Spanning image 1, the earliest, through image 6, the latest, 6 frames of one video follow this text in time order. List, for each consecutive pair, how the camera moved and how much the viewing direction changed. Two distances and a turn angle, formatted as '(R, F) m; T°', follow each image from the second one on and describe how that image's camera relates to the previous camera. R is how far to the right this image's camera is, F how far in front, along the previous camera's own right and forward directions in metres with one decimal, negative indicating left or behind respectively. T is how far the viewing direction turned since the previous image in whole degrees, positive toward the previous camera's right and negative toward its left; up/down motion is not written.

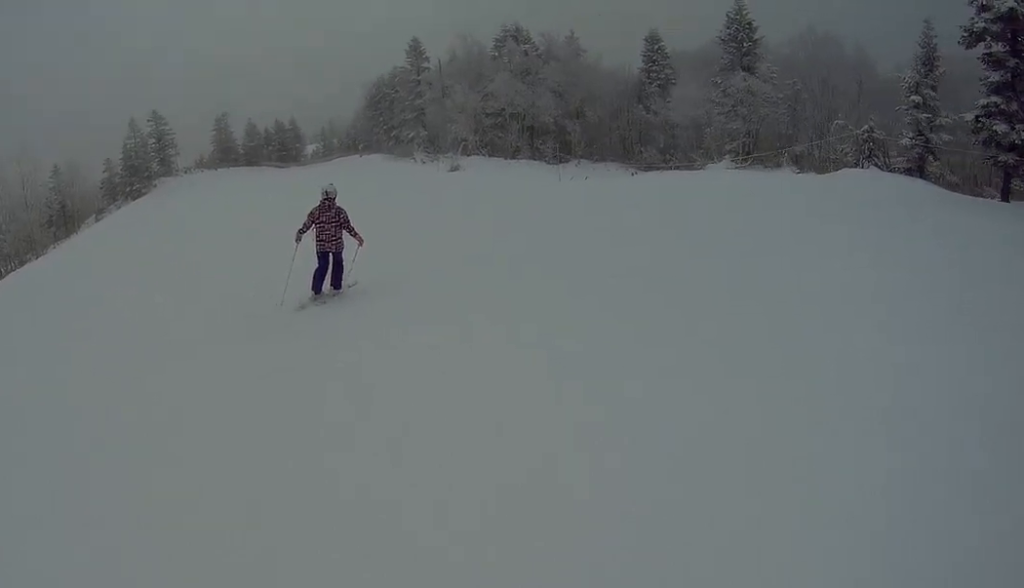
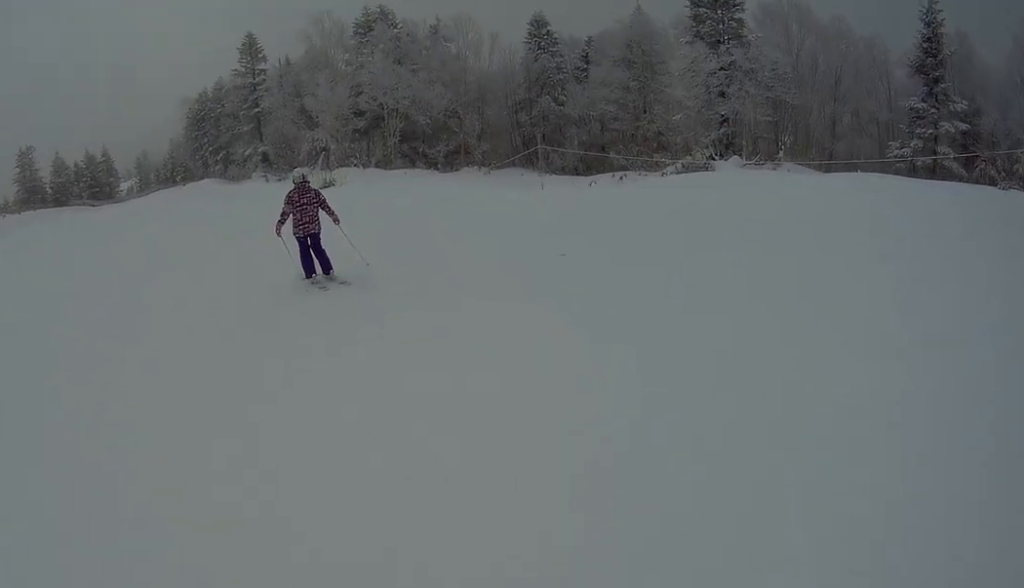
(-1.3, +11.6) m; -9°
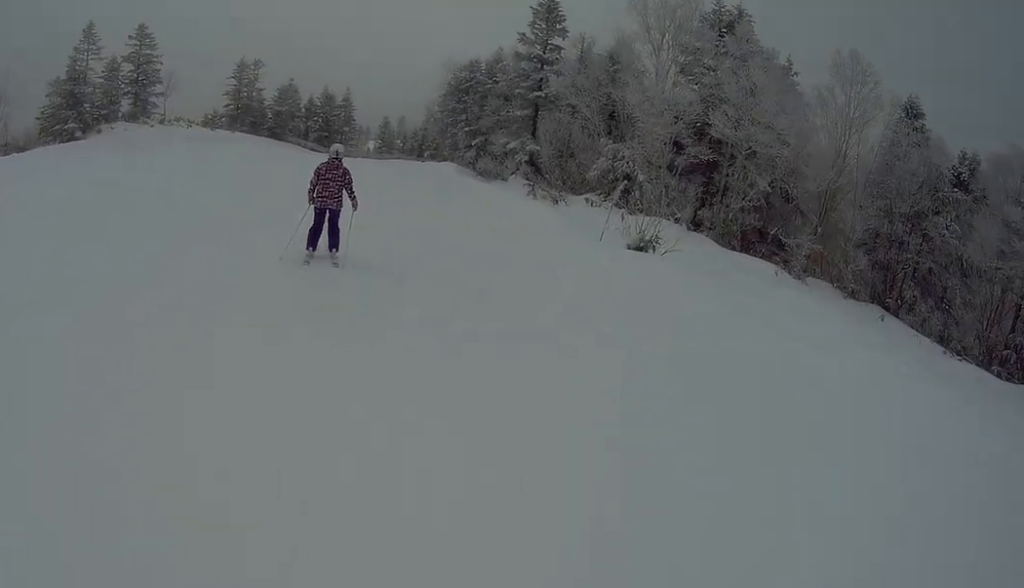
(+1.1, +13.8) m; +11°
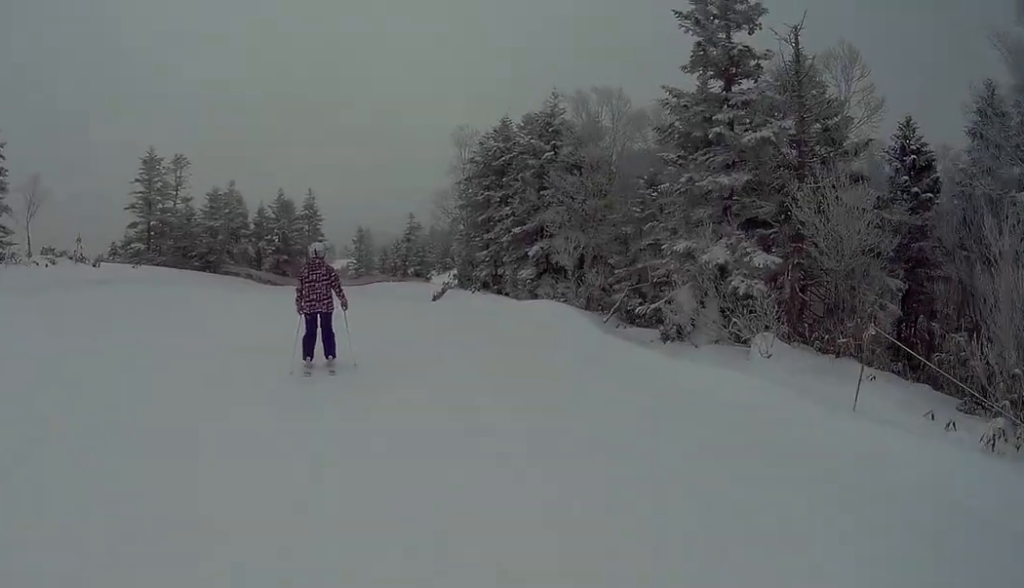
(+6.9, +20.1) m; +27°
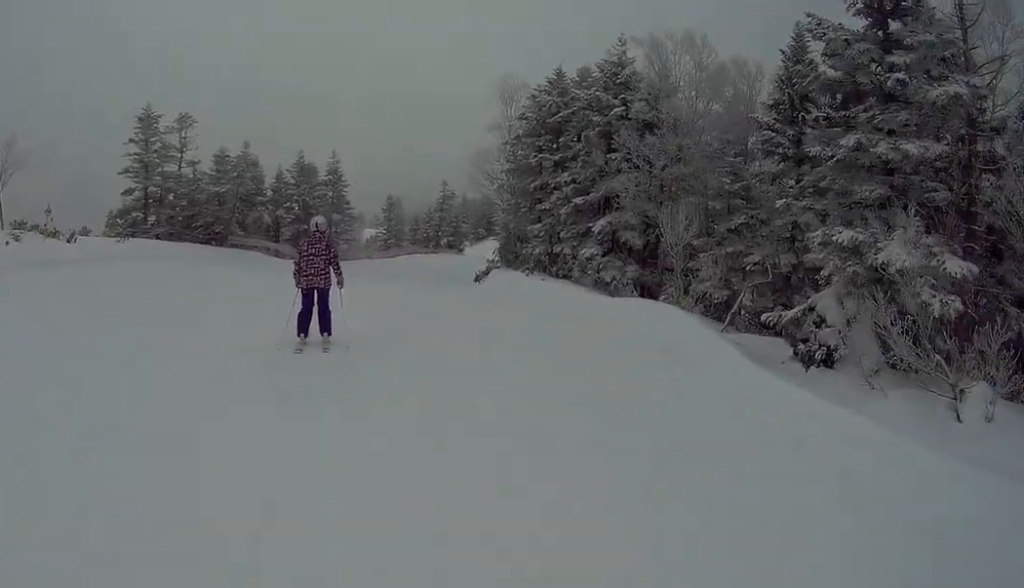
(-0.8, +5.9) m; -6°
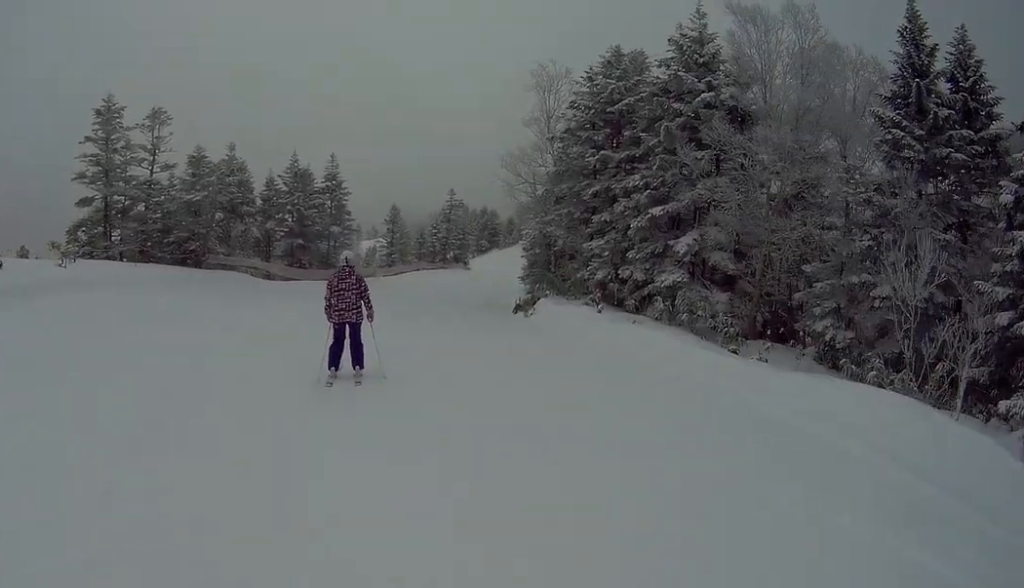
(+0.3, +7.2) m; -7°
